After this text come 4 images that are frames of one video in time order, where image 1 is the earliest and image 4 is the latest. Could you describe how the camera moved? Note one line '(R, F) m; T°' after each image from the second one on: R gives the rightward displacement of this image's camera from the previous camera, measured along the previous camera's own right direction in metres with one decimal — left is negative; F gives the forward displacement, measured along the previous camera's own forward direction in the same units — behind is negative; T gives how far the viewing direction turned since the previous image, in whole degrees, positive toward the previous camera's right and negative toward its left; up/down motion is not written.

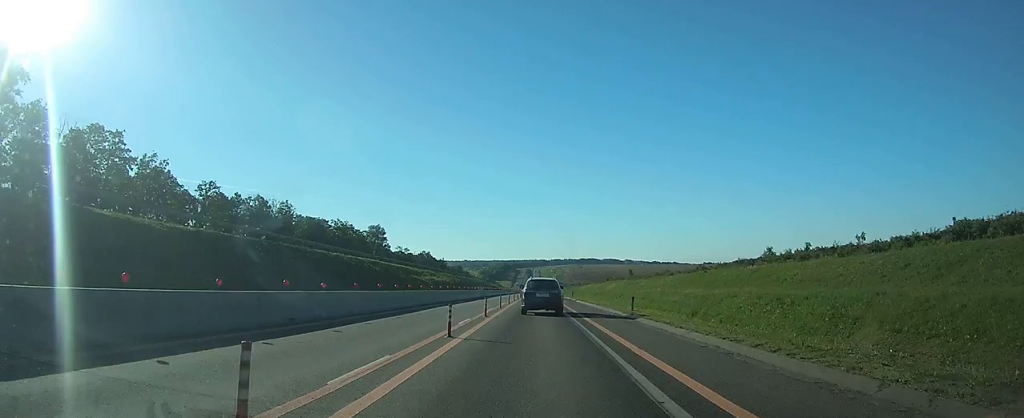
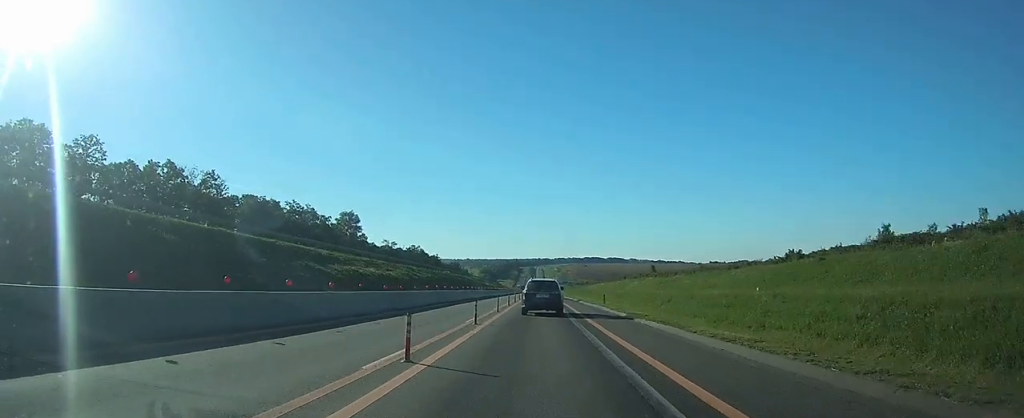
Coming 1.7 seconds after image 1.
(0.0, +33.6) m; 0°
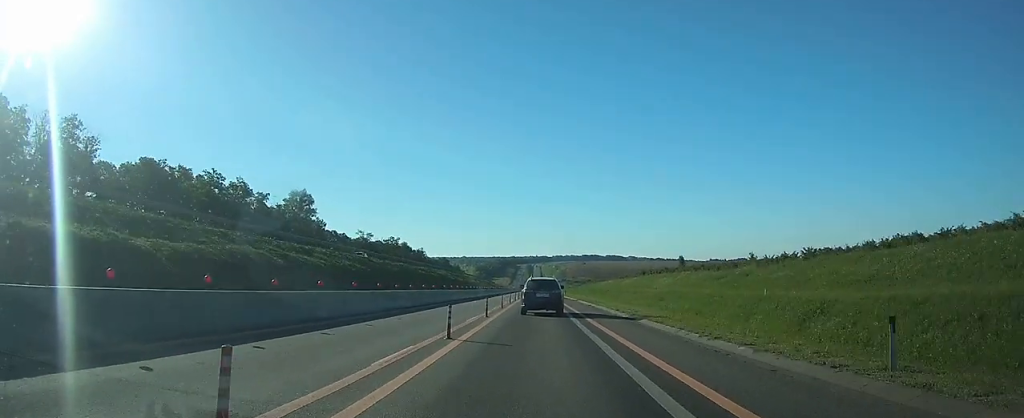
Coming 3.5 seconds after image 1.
(+0.3, +34.8) m; +1°
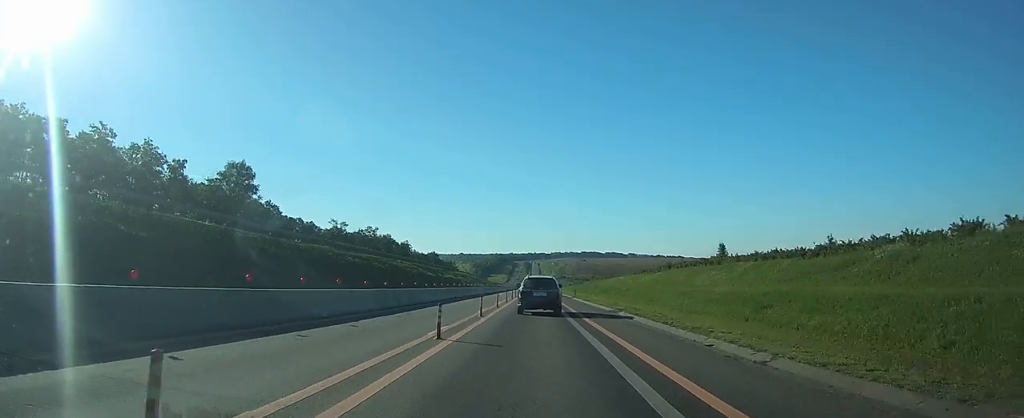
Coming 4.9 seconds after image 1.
(+0.1, +30.1) m; 0°
